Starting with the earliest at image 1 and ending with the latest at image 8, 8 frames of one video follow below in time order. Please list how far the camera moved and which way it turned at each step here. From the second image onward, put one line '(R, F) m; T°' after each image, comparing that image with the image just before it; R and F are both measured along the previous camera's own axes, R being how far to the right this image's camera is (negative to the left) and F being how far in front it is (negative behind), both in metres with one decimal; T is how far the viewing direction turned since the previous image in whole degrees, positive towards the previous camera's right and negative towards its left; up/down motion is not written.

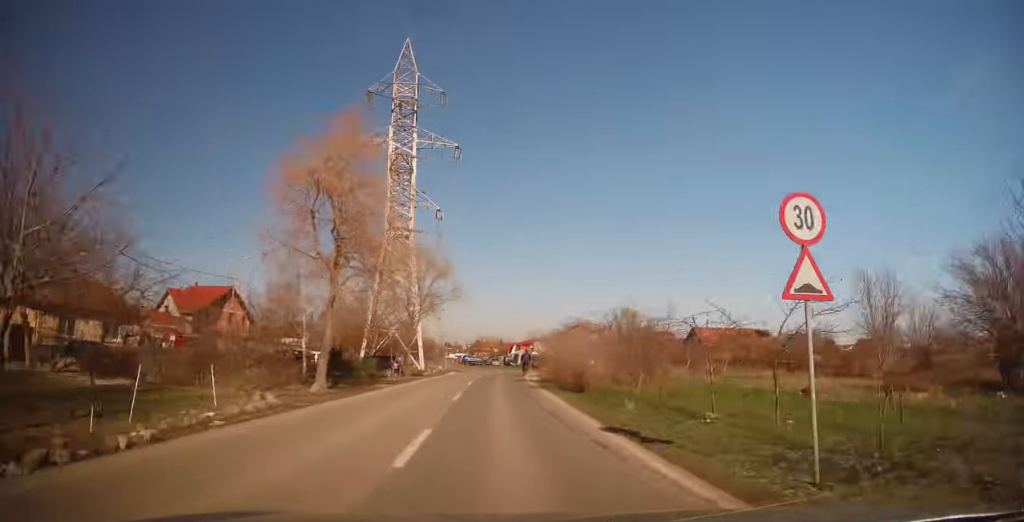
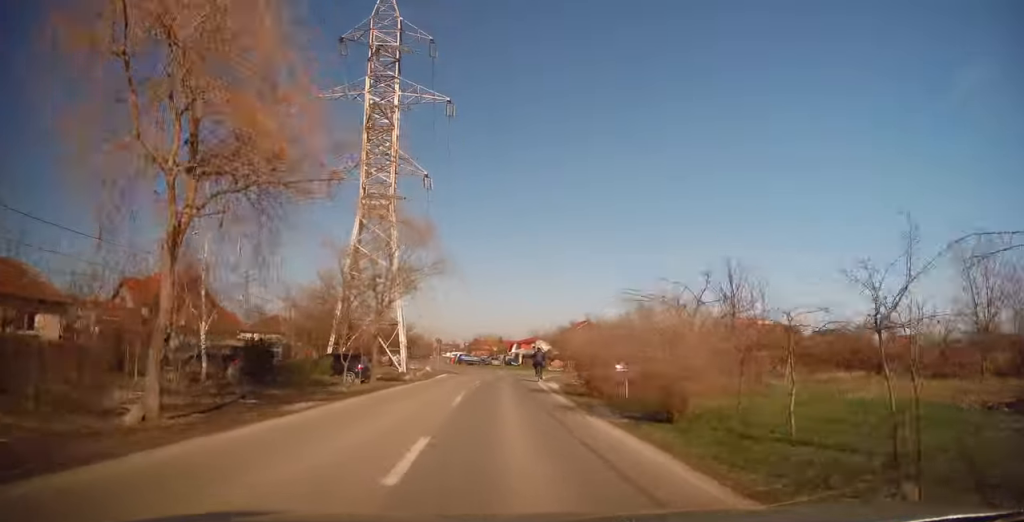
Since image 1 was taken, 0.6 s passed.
(-0.1, +10.3) m; 0°
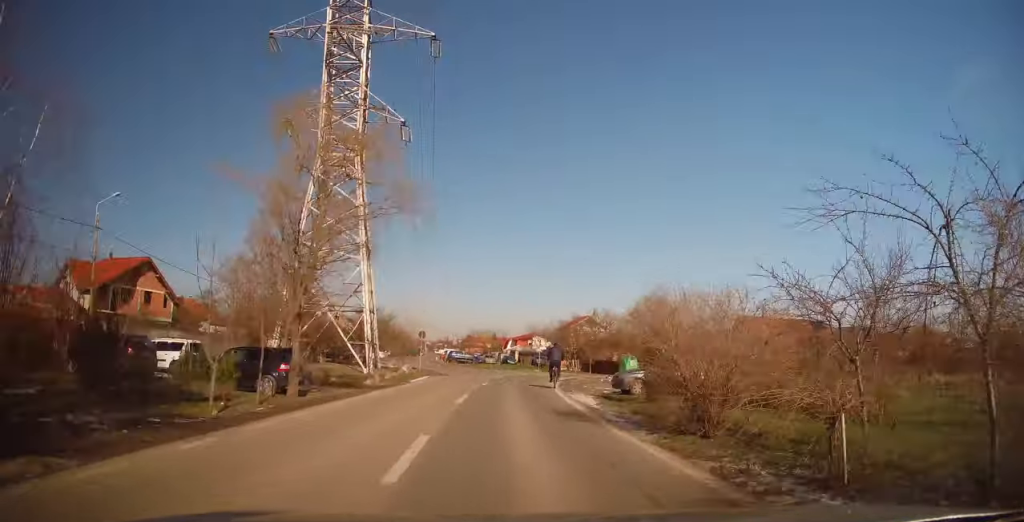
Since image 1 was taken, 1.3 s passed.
(+0.1, +10.7) m; 0°
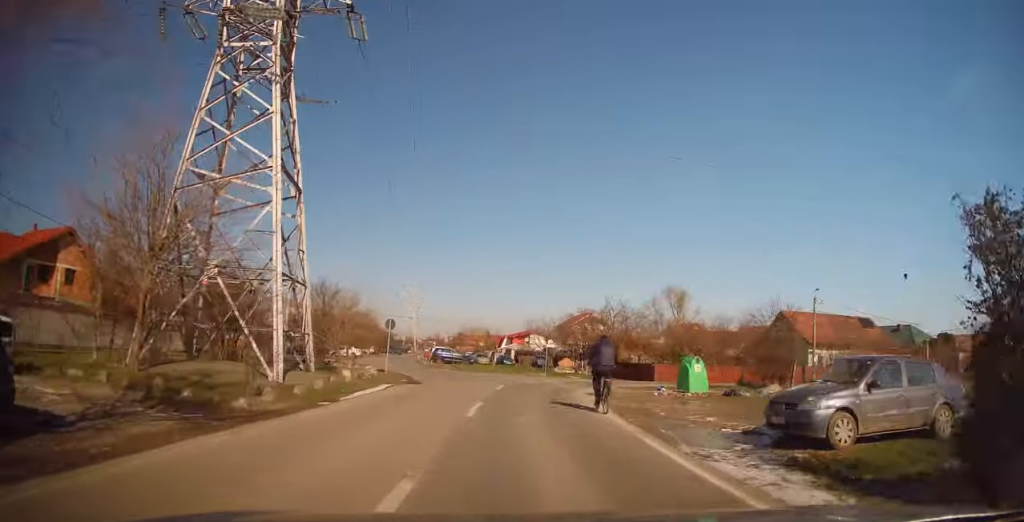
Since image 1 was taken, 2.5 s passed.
(-0.3, +14.2) m; -1°
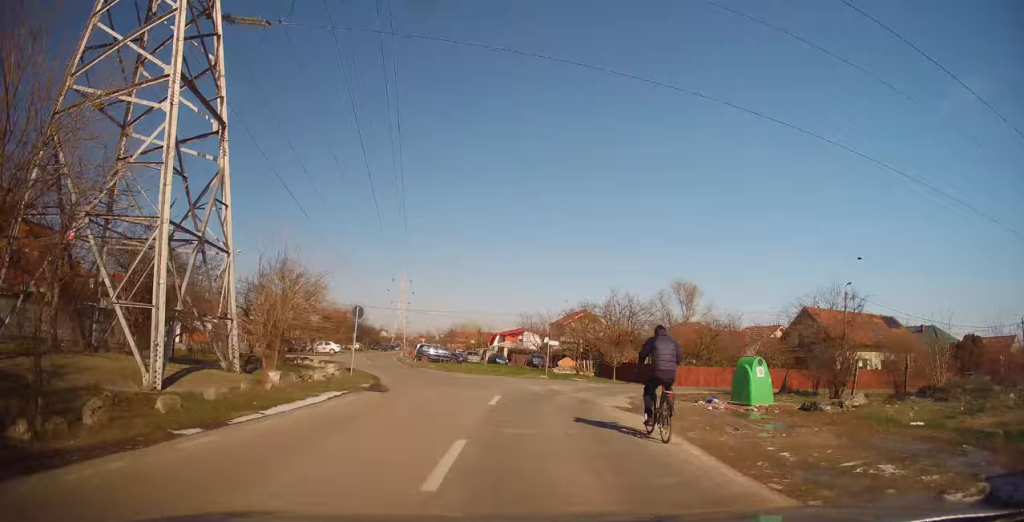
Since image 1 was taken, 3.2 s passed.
(0.0, +7.8) m; +1°
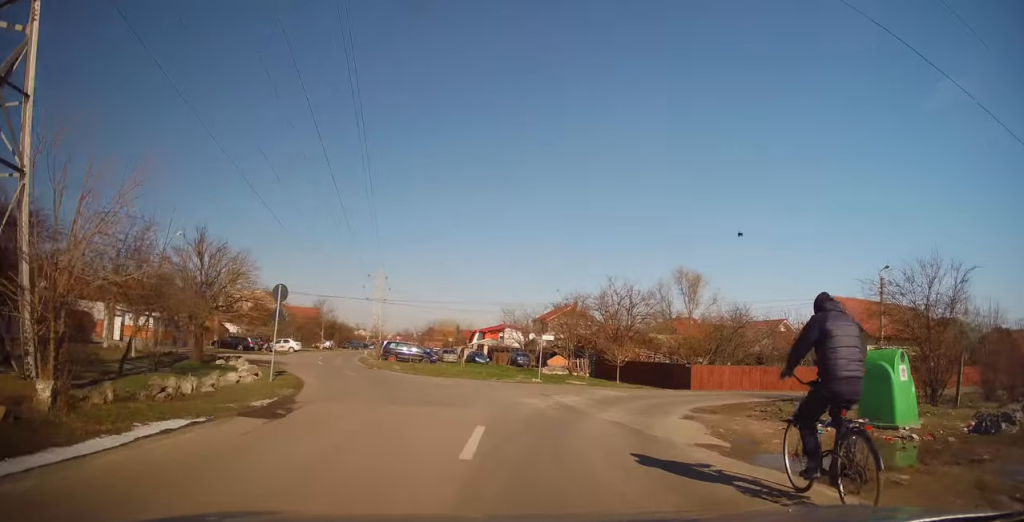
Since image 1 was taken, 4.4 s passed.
(+0.1, +8.8) m; +1°
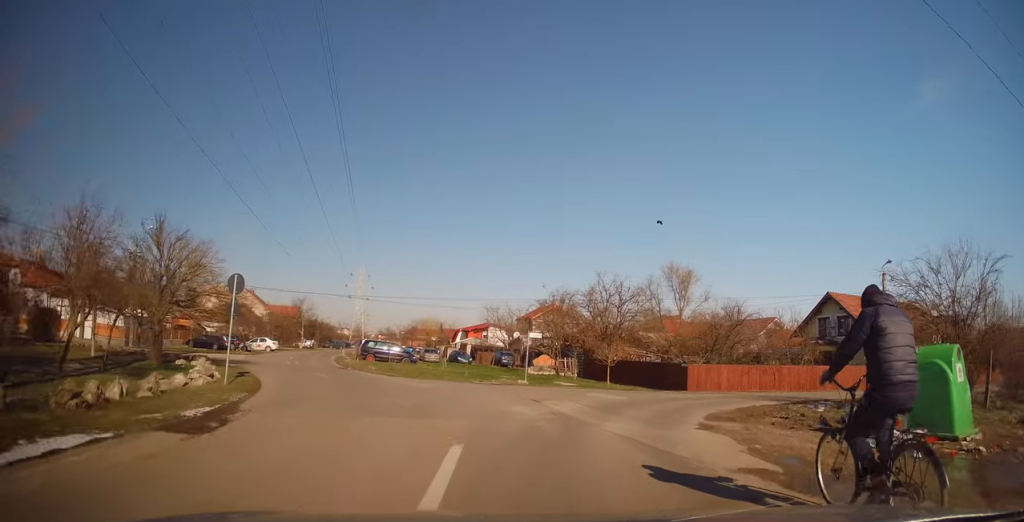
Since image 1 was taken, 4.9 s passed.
(0.0, +2.6) m; 0°
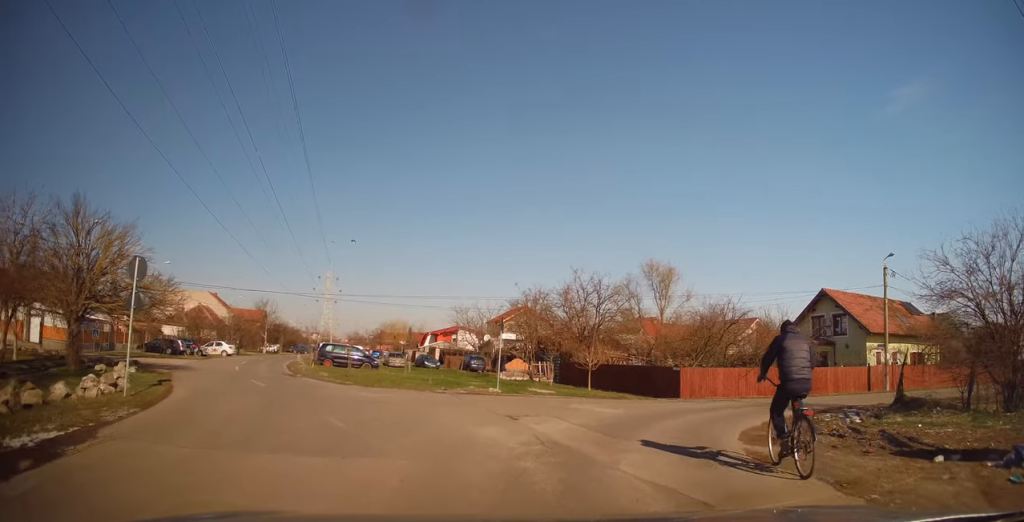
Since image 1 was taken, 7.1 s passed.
(+0.5, +7.0) m; +16°
